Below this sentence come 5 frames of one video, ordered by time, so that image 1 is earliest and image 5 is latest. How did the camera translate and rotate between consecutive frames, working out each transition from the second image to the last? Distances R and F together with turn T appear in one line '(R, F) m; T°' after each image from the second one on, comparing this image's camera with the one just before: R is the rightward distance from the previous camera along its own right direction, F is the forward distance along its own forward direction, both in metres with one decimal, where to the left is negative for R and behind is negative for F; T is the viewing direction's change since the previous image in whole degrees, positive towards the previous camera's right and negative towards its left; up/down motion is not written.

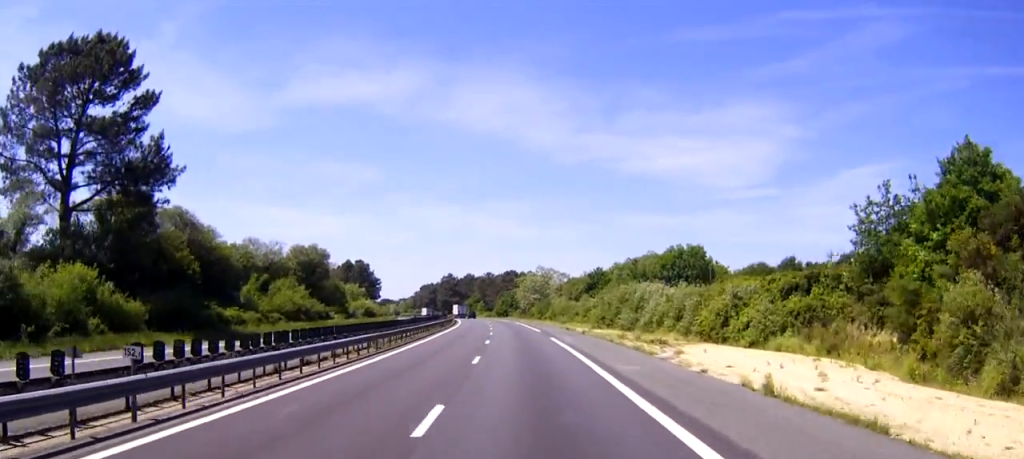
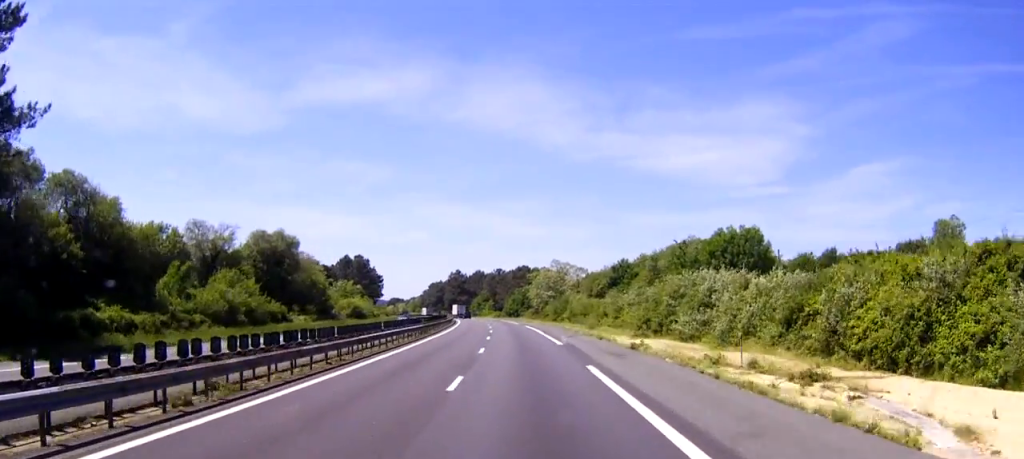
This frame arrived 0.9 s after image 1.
(-0.2, +20.8) m; -1°
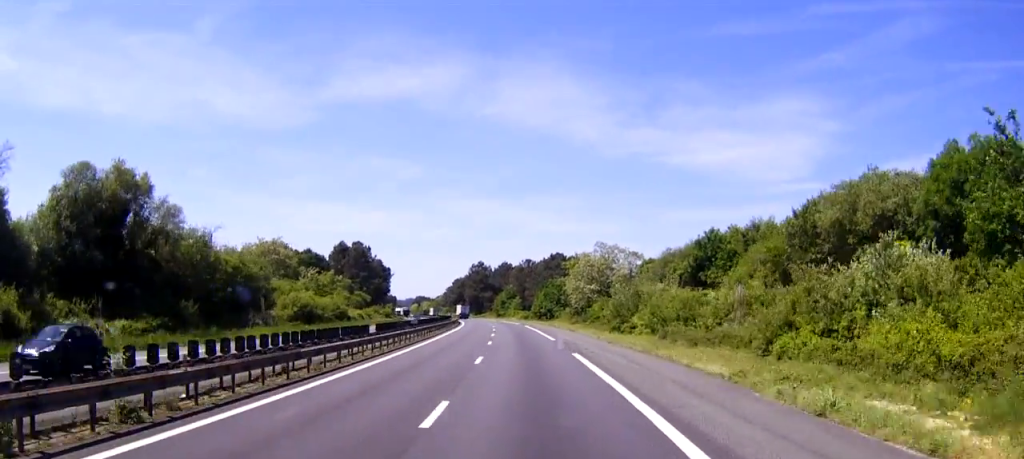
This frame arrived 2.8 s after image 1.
(-1.2, +44.8) m; -3°
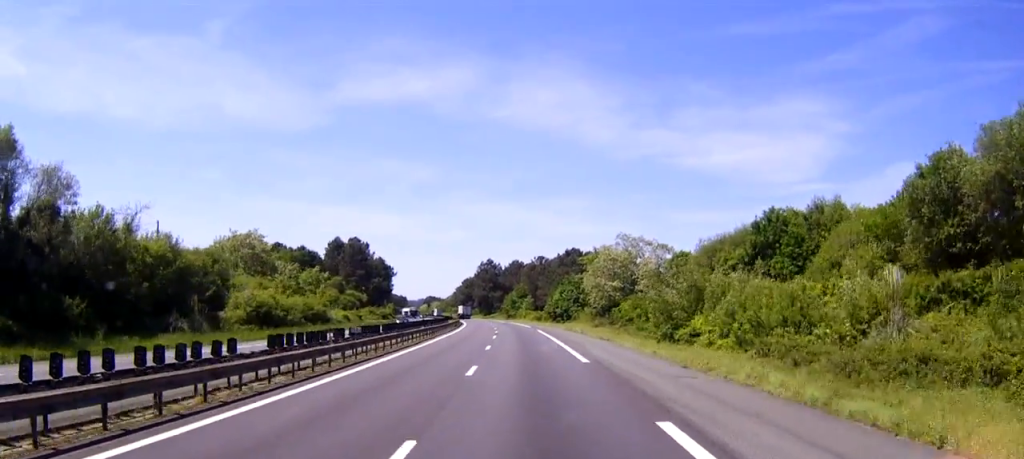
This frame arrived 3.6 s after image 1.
(0.0, +17.8) m; 0°
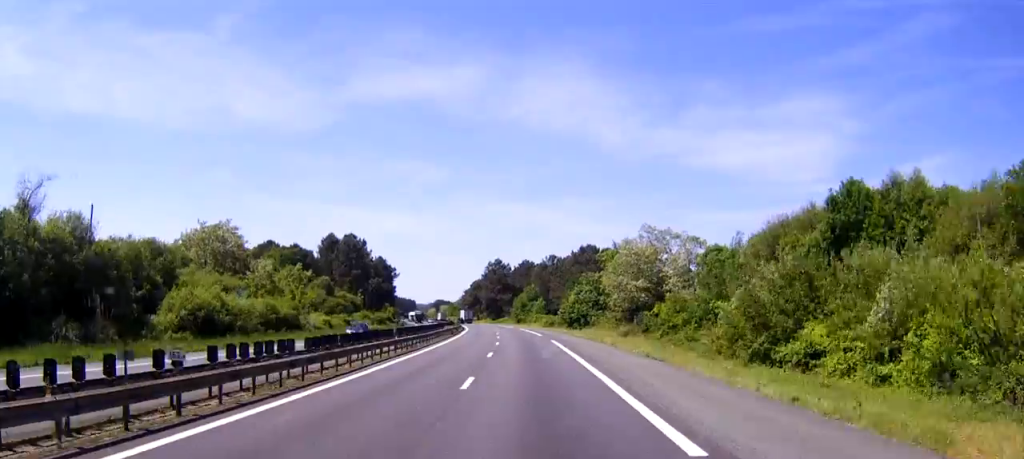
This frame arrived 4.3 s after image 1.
(0.0, +15.5) m; -1°
